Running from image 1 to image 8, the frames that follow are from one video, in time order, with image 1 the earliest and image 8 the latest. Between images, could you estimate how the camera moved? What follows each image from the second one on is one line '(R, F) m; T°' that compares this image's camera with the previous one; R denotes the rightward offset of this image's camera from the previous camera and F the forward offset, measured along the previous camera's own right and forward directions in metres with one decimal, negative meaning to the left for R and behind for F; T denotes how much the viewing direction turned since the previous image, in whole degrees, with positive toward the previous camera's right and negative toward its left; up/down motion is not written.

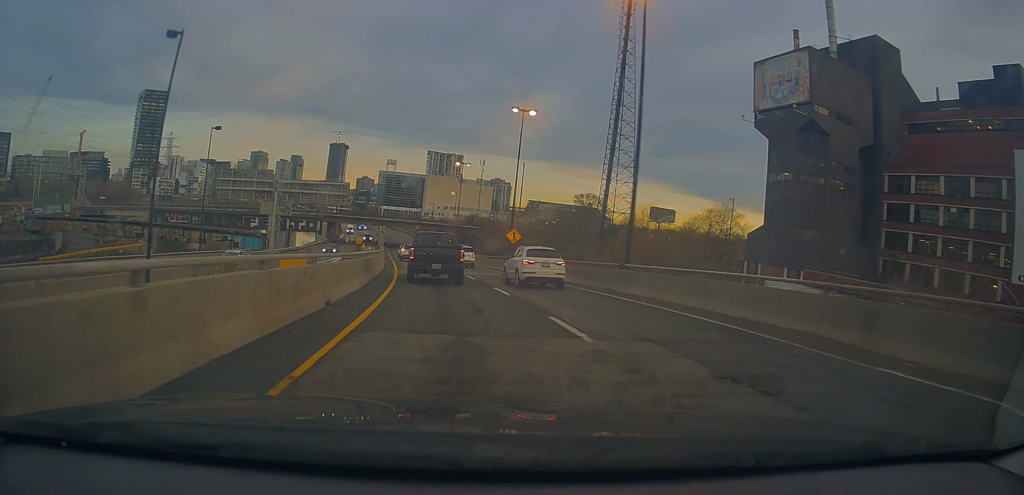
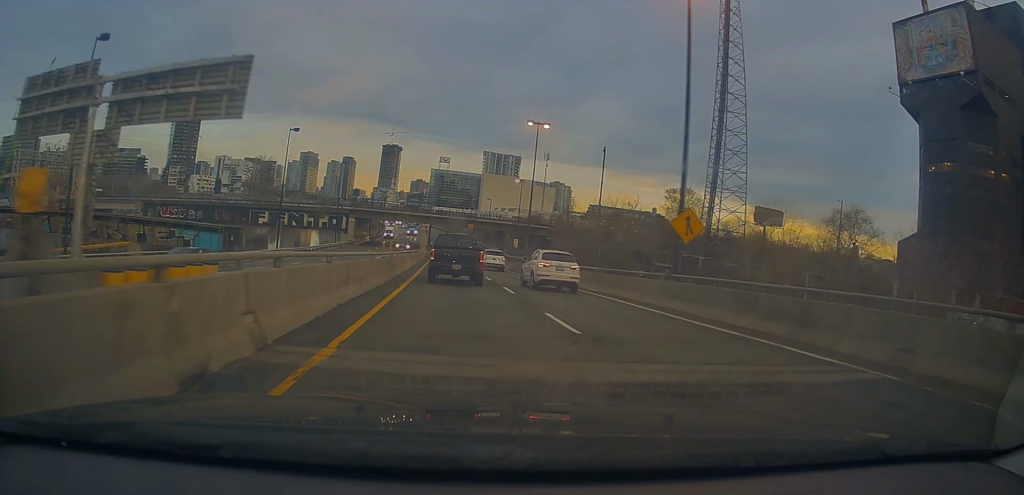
(-1.1, +26.0) m; -4°
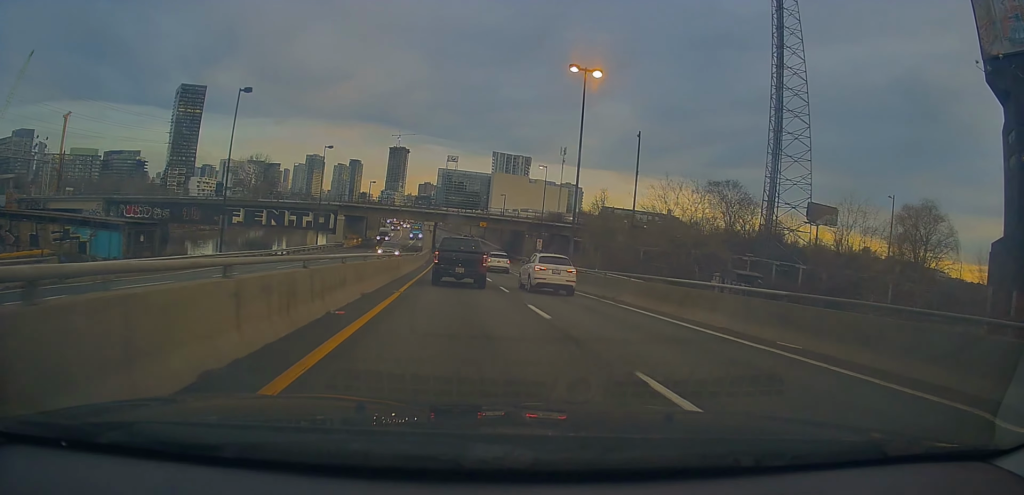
(-0.3, +15.6) m; -1°
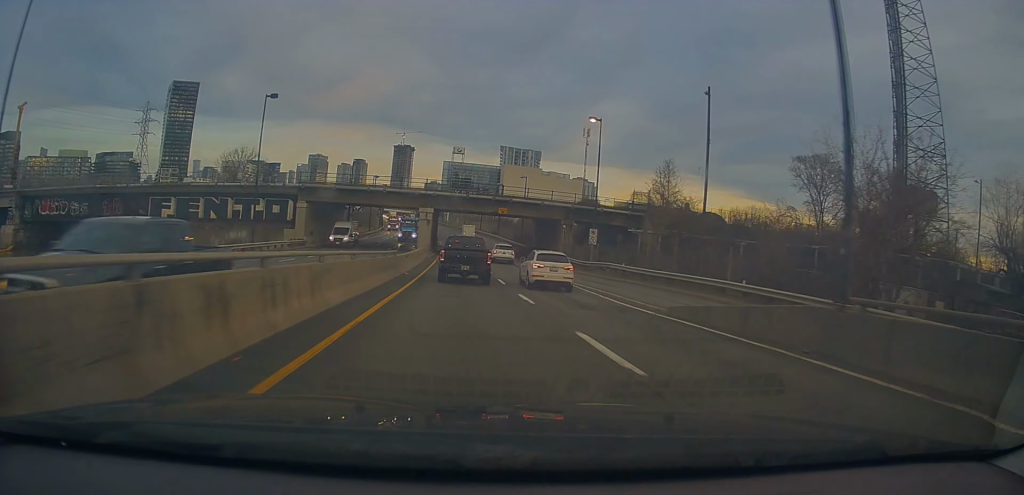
(-0.1, +23.5) m; -2°
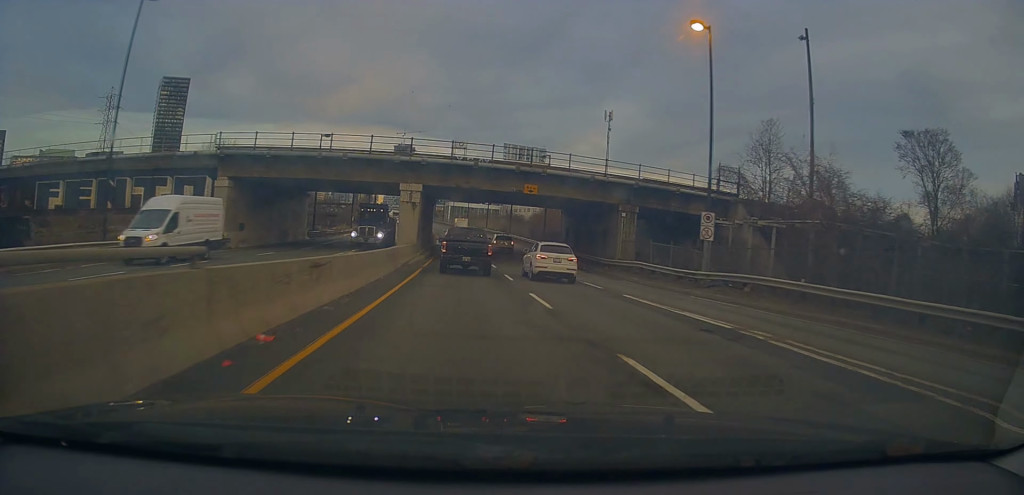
(-0.4, +20.3) m; -1°
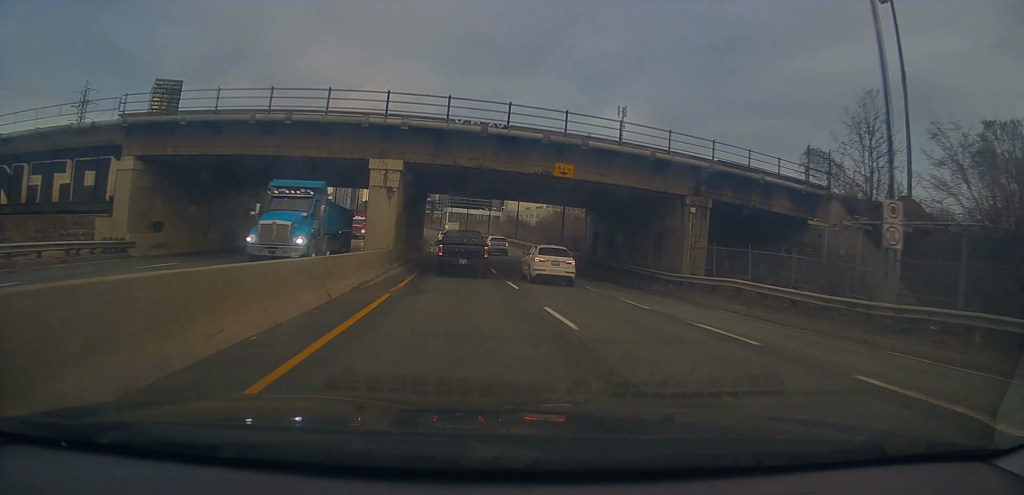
(-0.1, +11.8) m; 0°
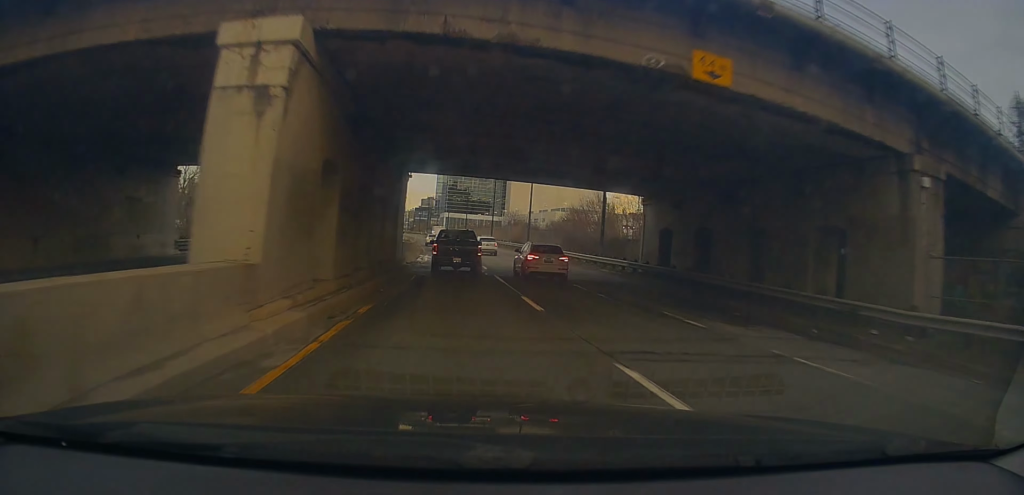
(+0.1, +15.8) m; +1°
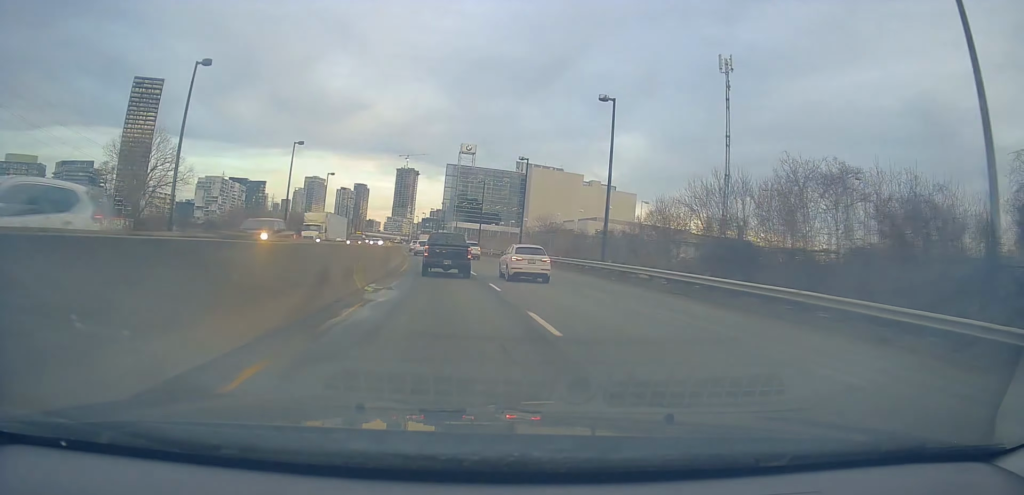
(+0.4, +30.3) m; -1°
